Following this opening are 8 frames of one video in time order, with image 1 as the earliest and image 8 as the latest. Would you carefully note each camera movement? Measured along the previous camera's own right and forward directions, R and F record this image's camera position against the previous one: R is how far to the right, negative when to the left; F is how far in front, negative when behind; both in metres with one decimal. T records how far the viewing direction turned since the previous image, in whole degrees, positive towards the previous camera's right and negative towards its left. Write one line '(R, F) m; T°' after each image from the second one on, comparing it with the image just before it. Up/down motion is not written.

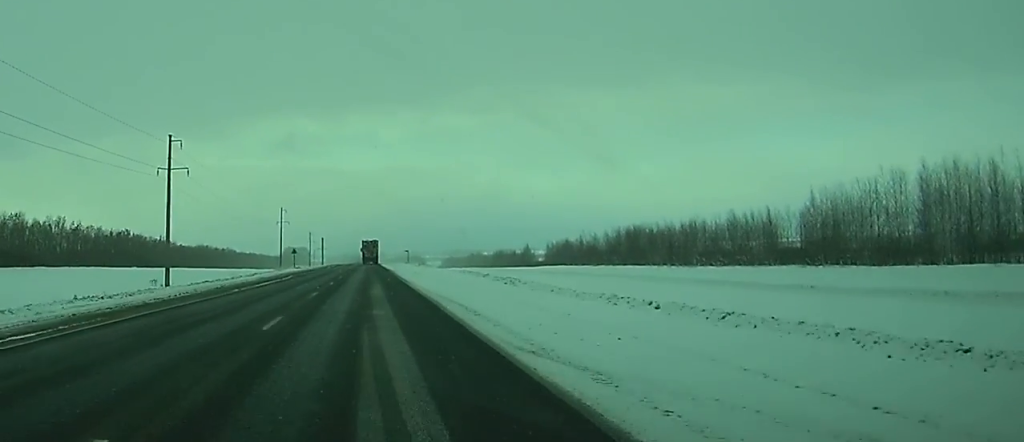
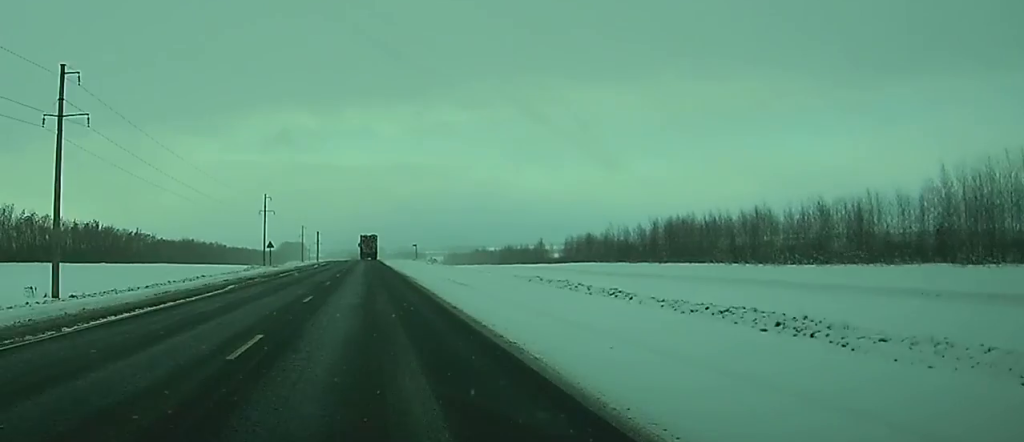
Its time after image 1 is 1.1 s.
(+0.2, +28.5) m; 0°
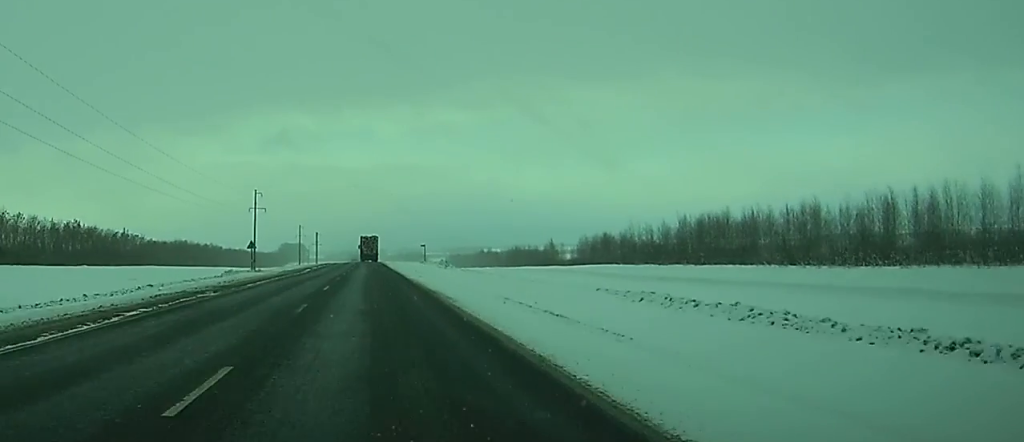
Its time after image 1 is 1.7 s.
(+0.1, +15.6) m; 0°
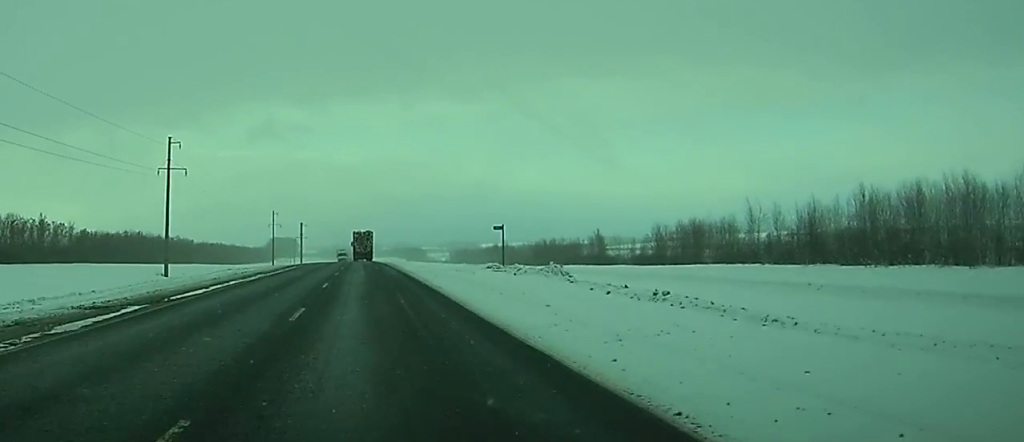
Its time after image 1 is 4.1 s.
(-0.2, +63.5) m; 0°
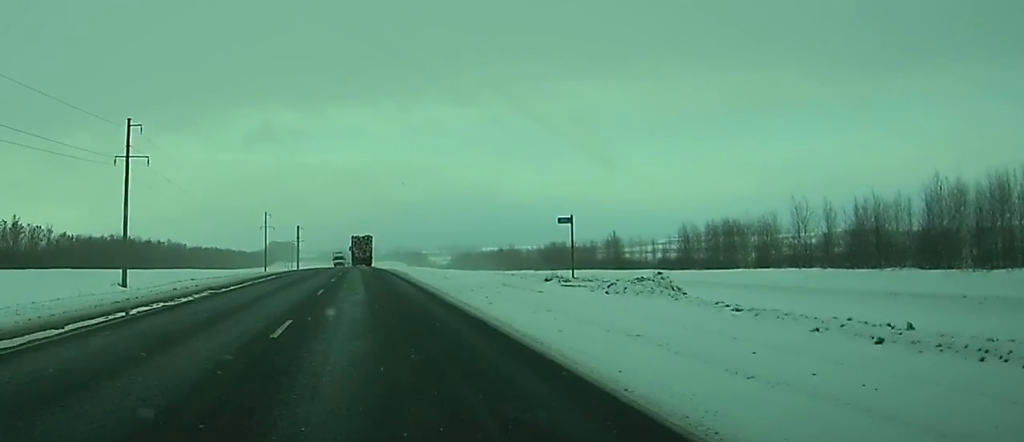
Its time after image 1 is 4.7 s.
(0.0, +15.1) m; 0°
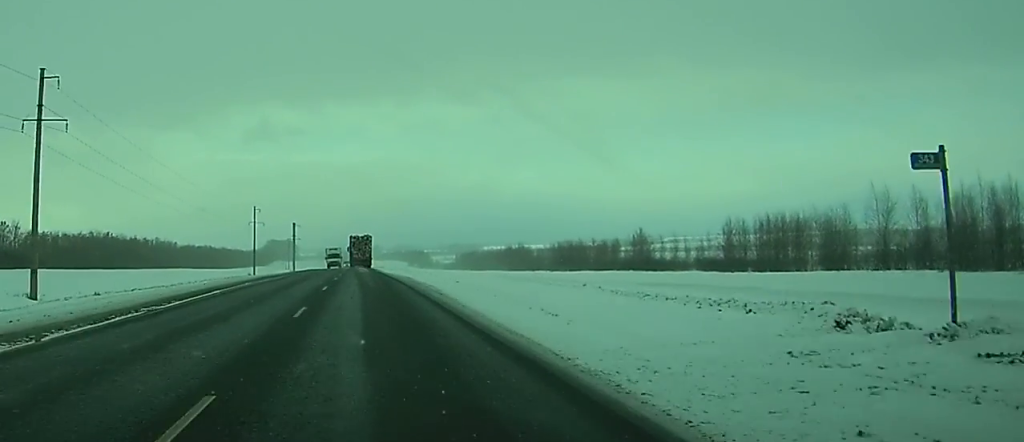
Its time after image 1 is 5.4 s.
(-0.1, +20.3) m; 0°
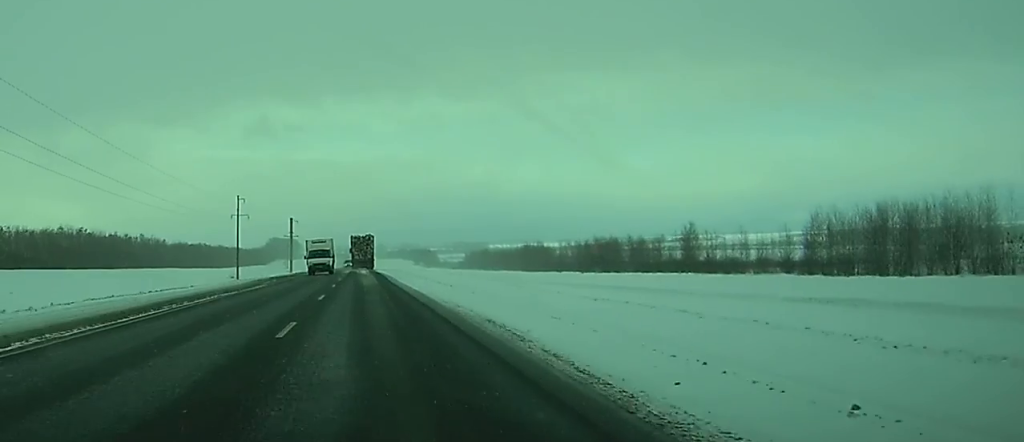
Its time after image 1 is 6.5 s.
(+0.1, +28.0) m; 0°
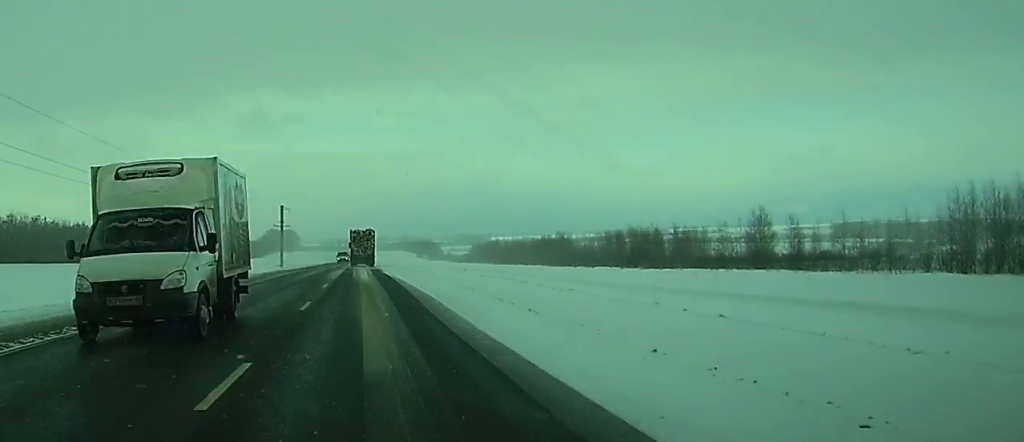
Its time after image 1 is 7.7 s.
(0.0, +30.9) m; 0°
